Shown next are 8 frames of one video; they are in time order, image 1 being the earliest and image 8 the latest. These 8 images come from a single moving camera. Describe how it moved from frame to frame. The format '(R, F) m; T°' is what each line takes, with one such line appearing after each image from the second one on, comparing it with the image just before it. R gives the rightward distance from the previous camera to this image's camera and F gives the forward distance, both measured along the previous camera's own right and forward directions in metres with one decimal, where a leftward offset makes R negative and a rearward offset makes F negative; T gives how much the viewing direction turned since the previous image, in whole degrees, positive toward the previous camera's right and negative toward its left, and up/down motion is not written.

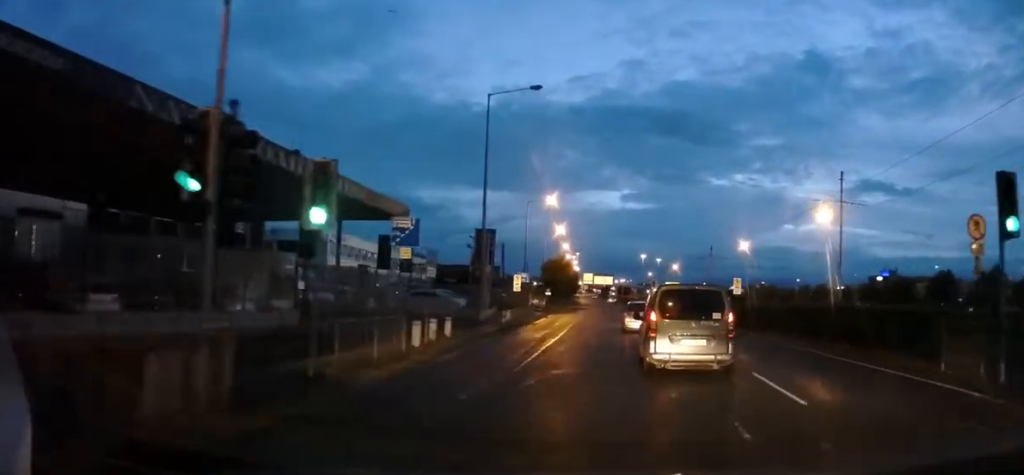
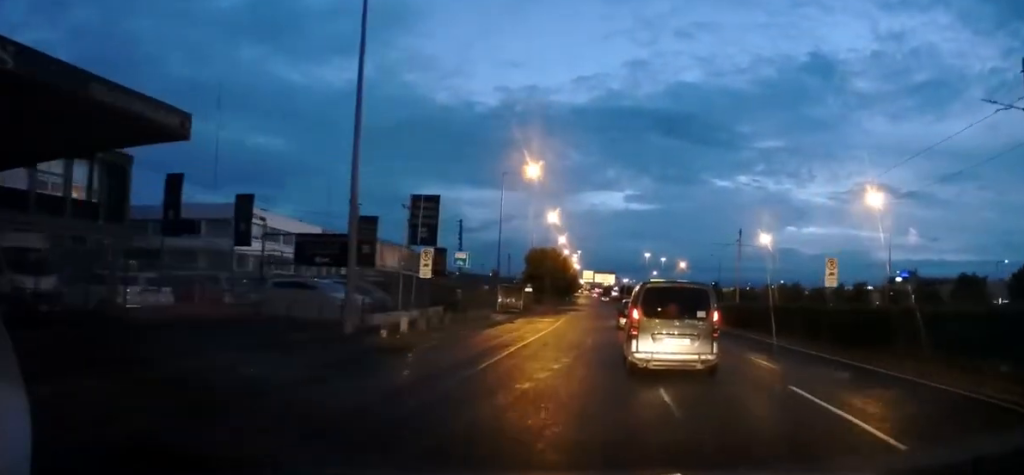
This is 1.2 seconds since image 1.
(+0.1, +17.9) m; -1°
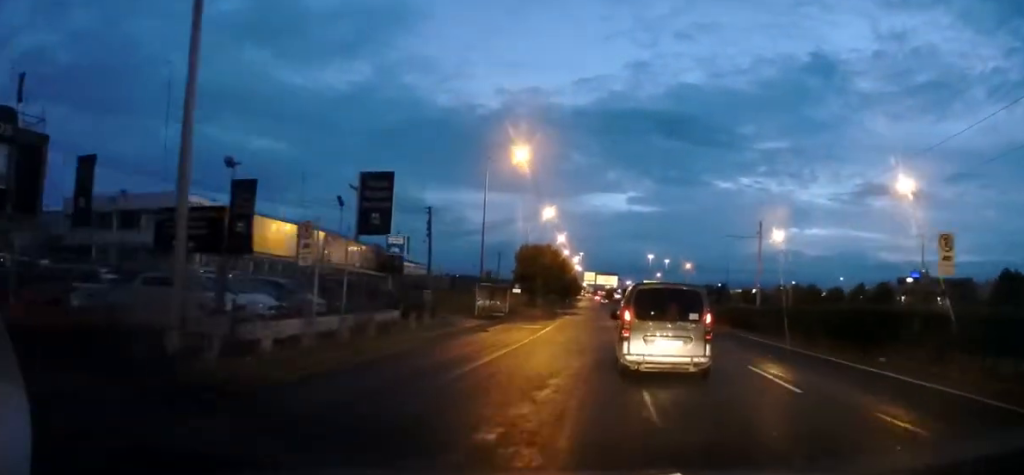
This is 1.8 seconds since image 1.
(-0.1, +8.1) m; 0°
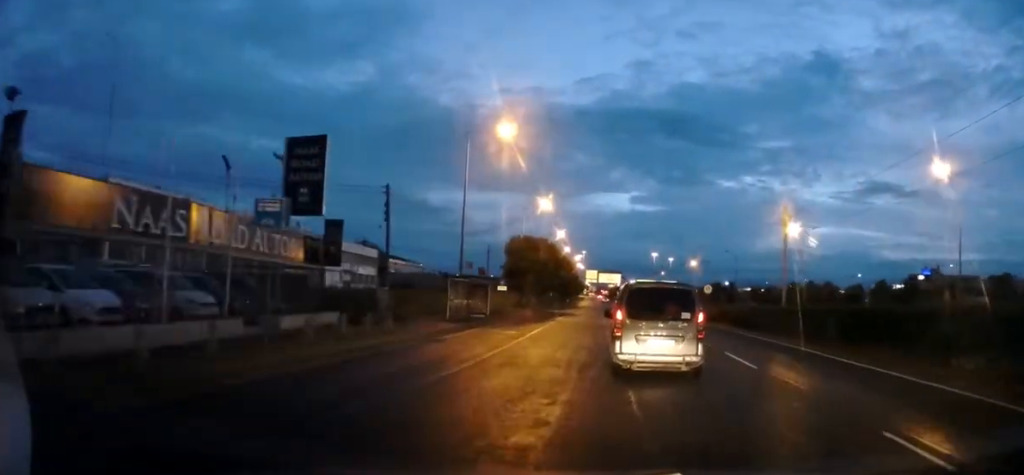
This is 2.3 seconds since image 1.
(-0.1, +7.6) m; 0°
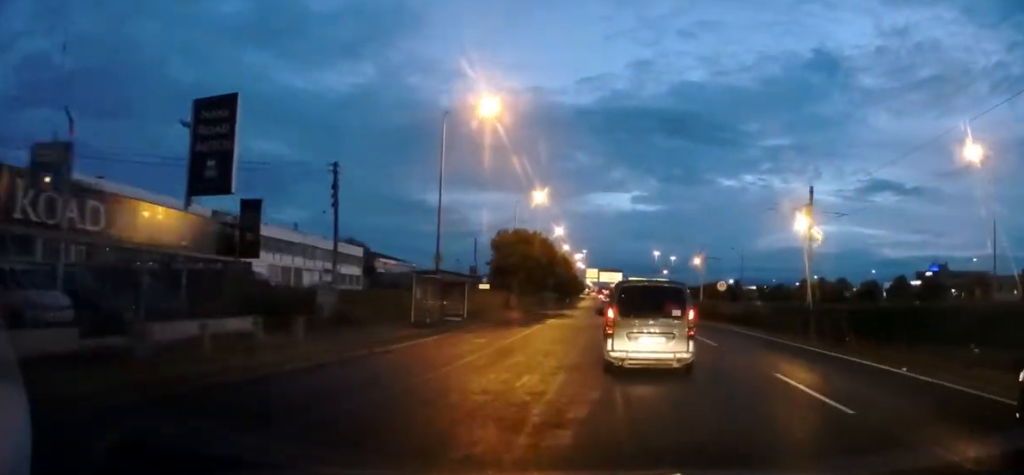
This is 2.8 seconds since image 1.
(+0.1, +6.1) m; 0°
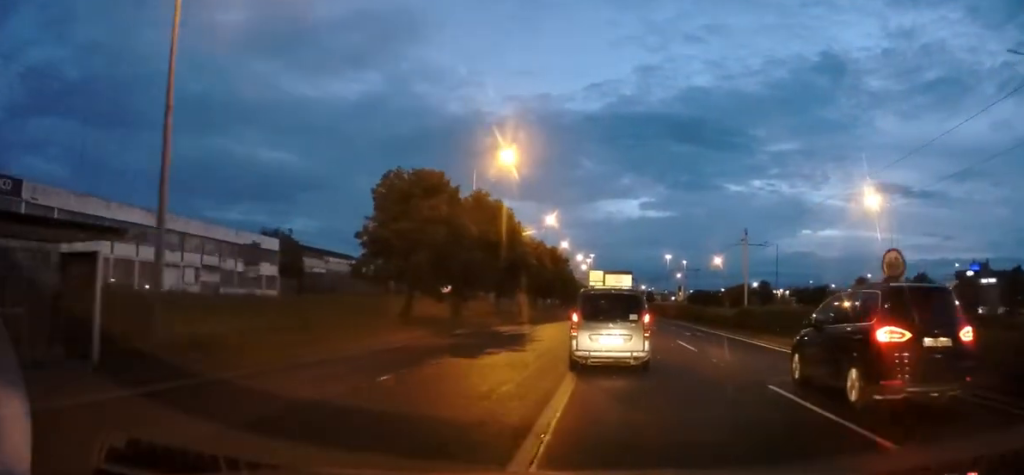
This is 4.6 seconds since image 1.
(0.0, +26.2) m; 0°
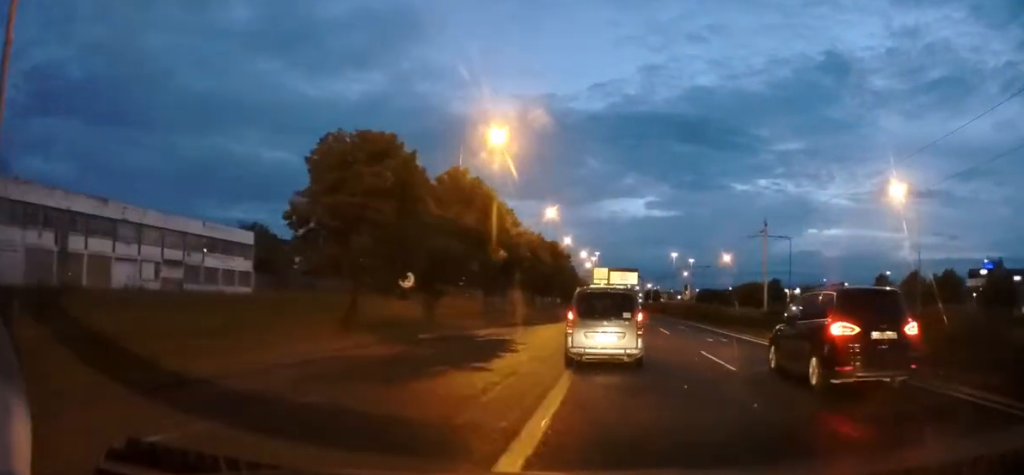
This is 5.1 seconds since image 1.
(+0.1, +6.2) m; -1°
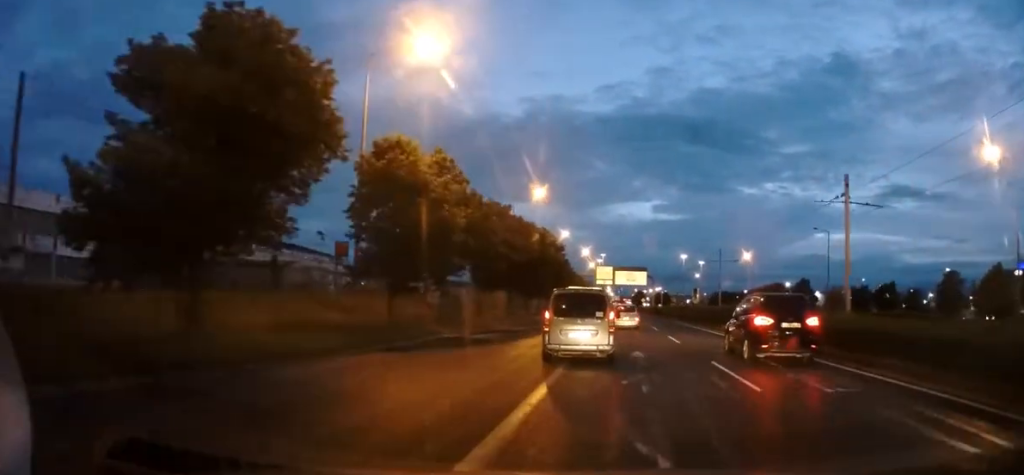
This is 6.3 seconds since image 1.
(-0.5, +18.5) m; -1°
